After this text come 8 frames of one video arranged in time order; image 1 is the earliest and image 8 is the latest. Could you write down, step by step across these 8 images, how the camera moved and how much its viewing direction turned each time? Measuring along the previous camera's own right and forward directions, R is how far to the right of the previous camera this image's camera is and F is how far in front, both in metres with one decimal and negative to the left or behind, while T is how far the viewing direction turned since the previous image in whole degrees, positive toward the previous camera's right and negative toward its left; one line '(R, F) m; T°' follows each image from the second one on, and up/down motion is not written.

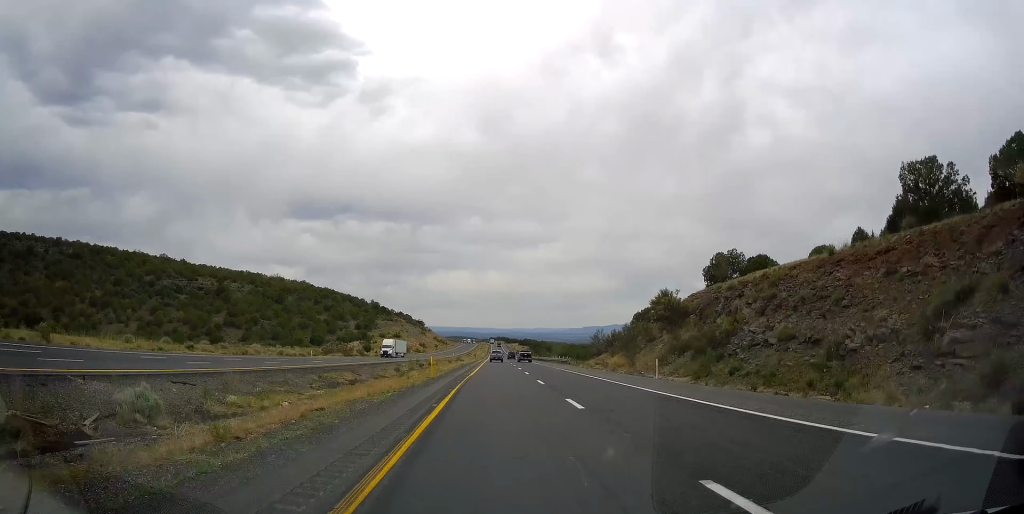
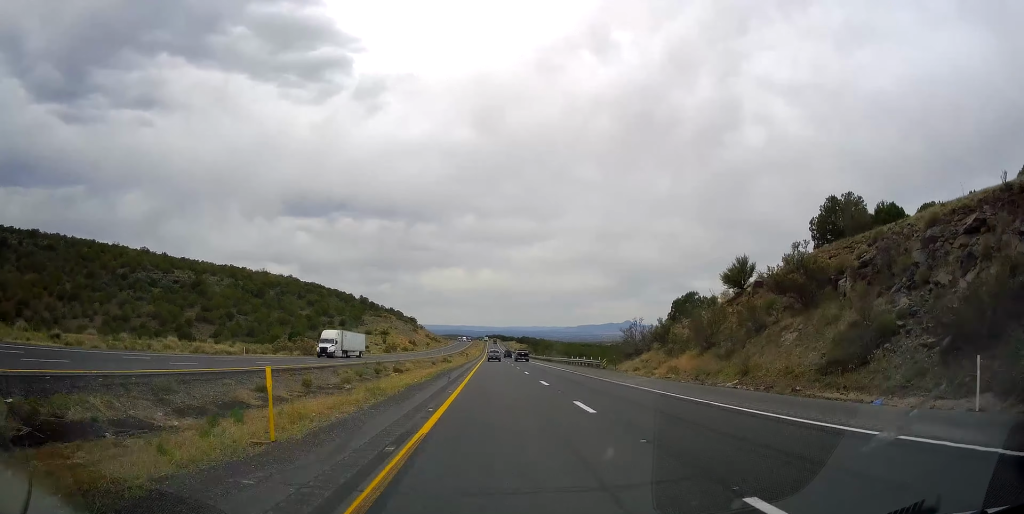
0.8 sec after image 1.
(+0.3, +25.5) m; +1°
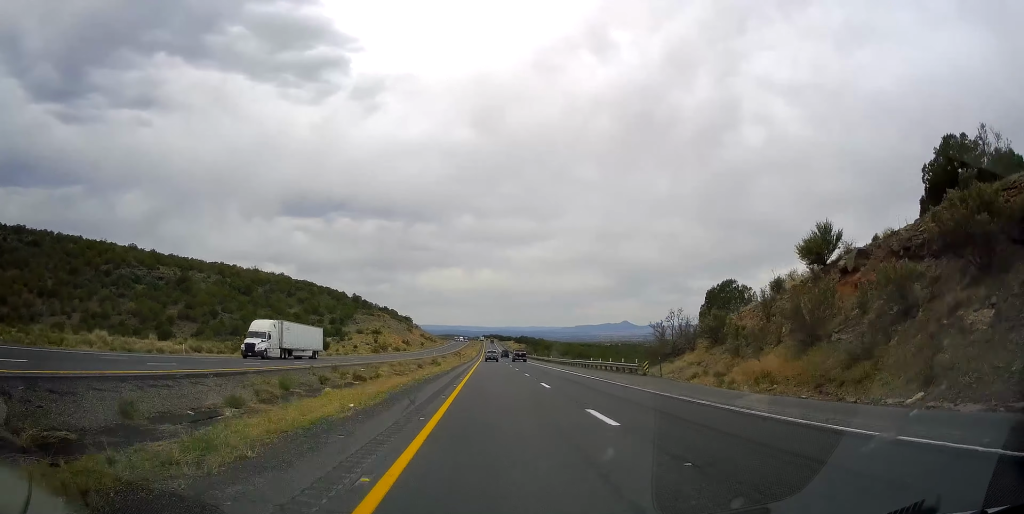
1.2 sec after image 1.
(+0.1, +14.4) m; 0°
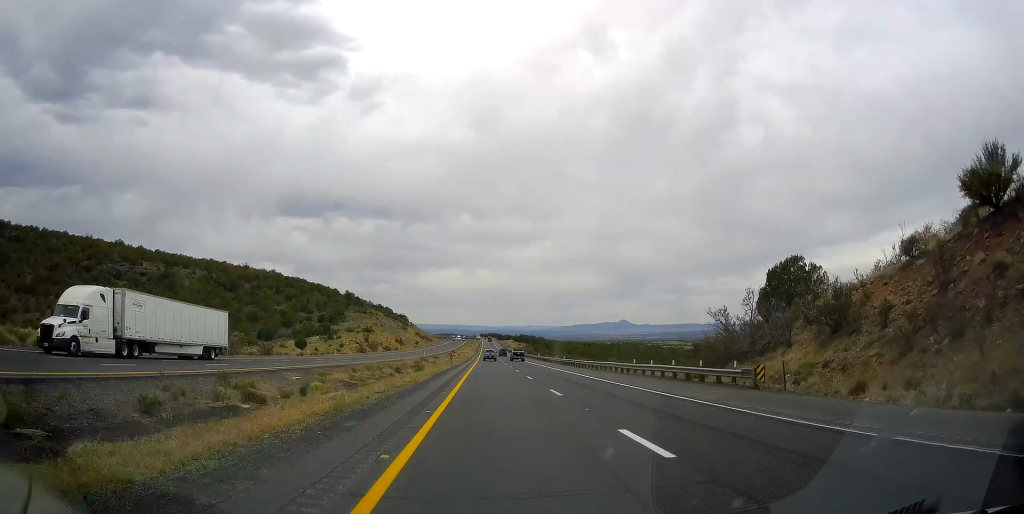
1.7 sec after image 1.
(0.0, +16.6) m; 0°
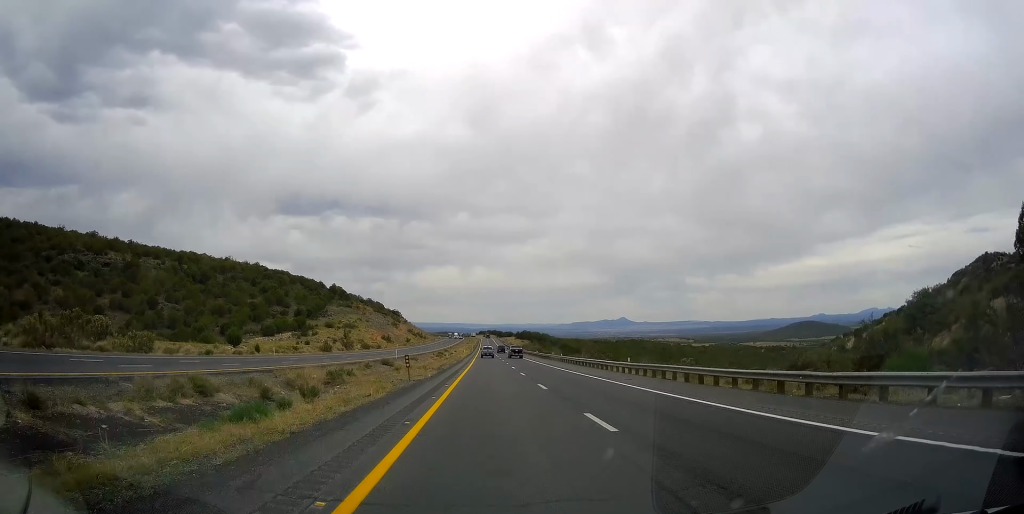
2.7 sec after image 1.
(0.0, +33.3) m; 0°
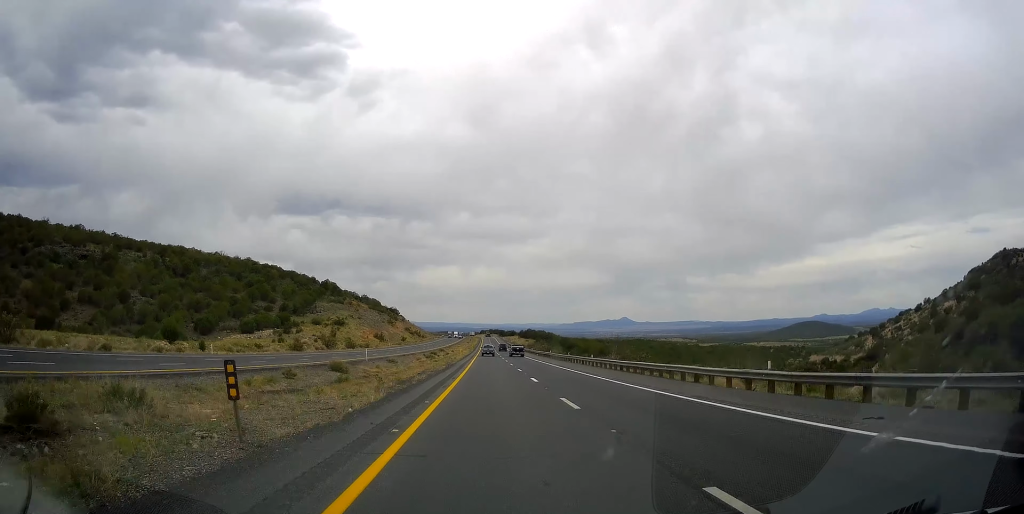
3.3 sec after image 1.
(0.0, +20.1) m; 0°
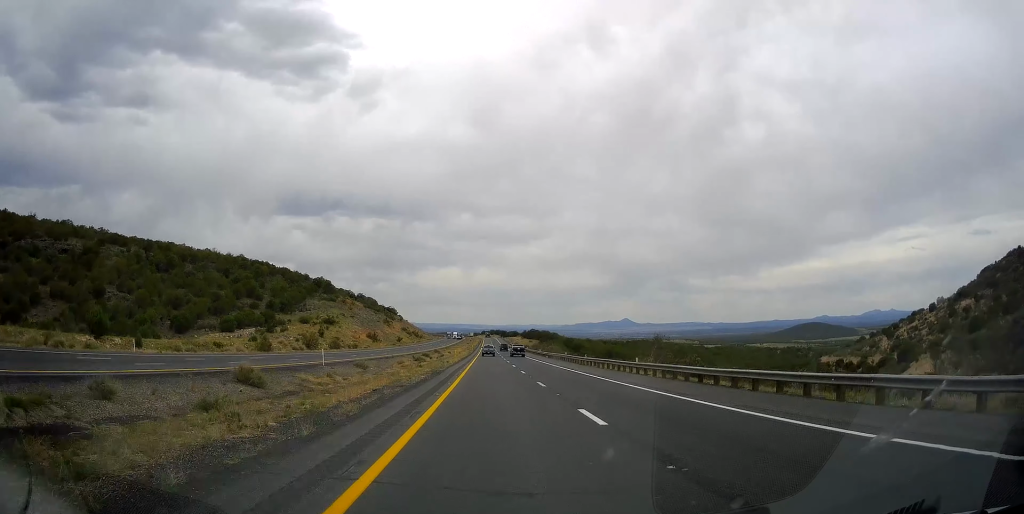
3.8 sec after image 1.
(+0.1, +15.7) m; 0°
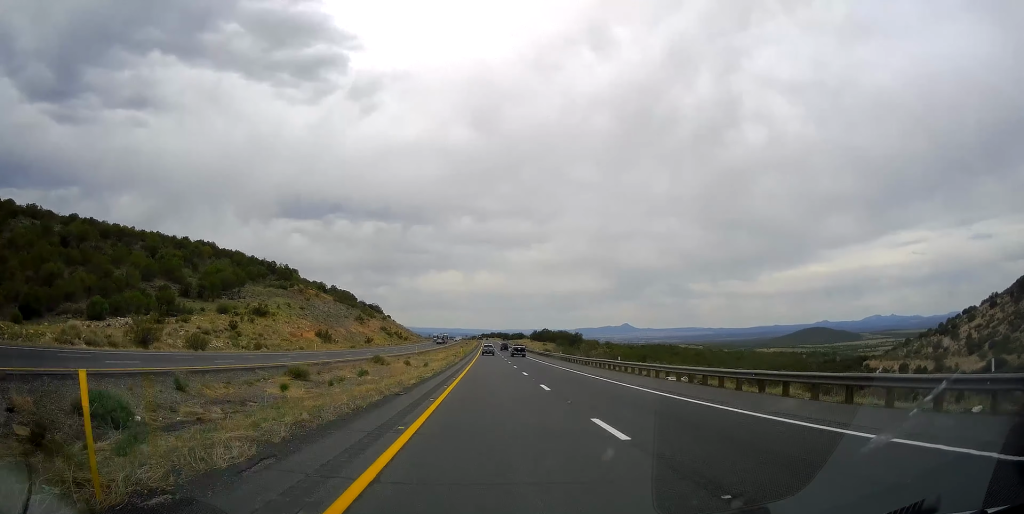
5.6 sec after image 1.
(-0.3, +62.8) m; 0°
